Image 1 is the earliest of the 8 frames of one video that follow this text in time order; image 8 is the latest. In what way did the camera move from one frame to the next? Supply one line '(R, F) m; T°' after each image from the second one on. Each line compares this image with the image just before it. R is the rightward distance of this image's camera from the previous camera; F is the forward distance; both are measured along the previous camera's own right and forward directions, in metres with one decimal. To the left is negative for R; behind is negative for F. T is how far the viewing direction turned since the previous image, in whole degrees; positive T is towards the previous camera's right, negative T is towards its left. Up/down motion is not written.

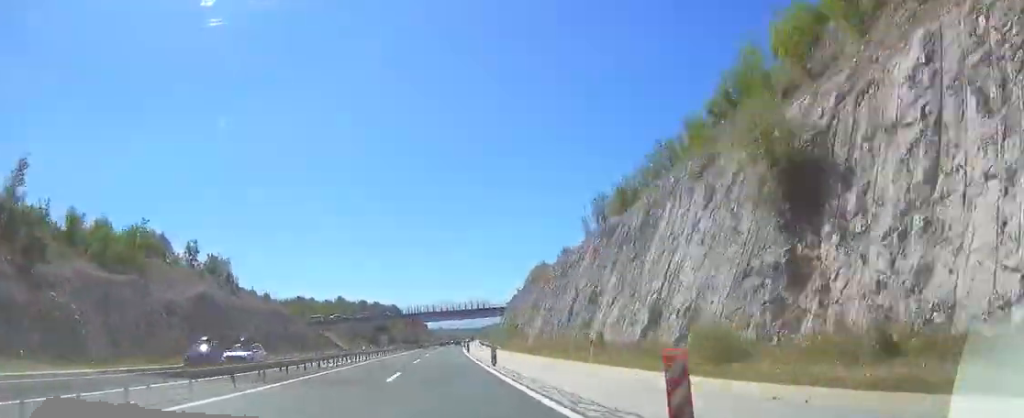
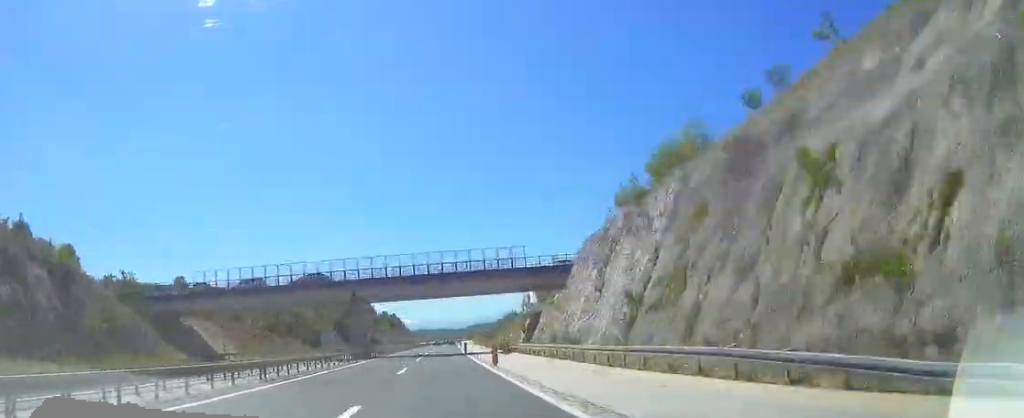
(+1.6, +69.4) m; +1°
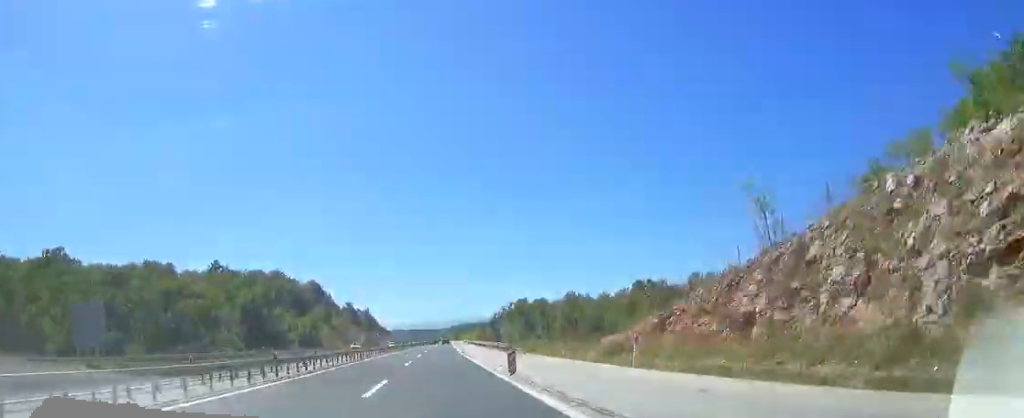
(+1.2, +83.8) m; +1°
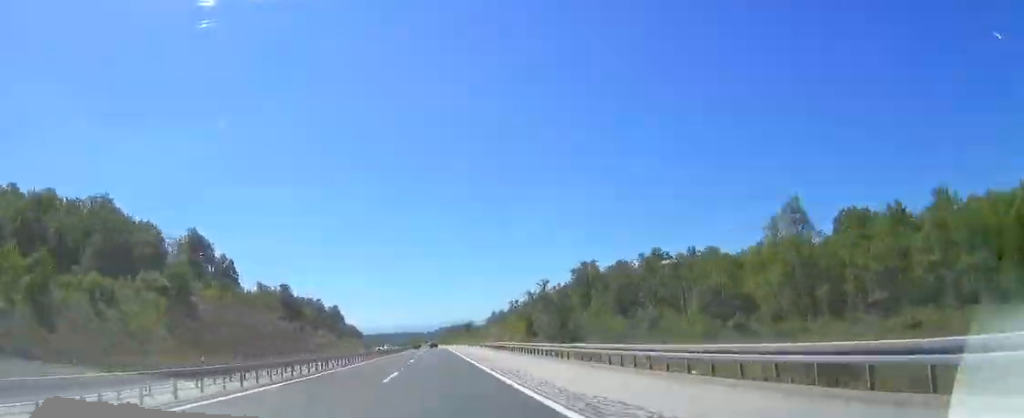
(+1.0, +103.5) m; +1°
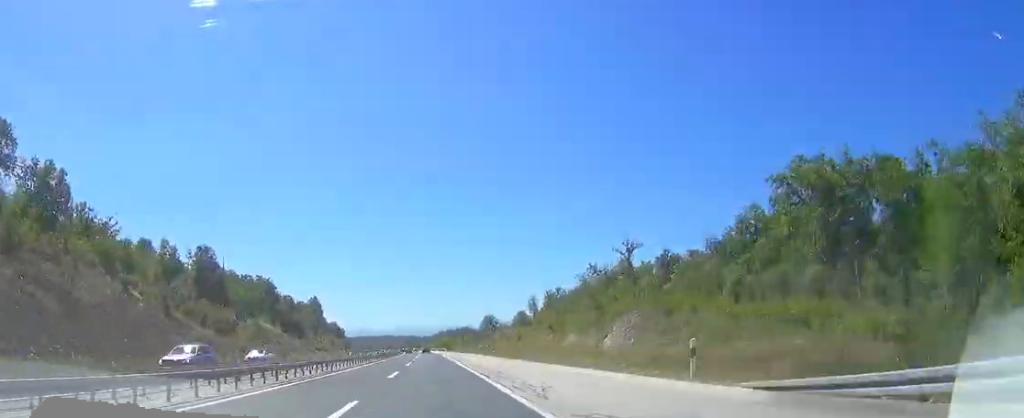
(+0.5, +66.5) m; 0°
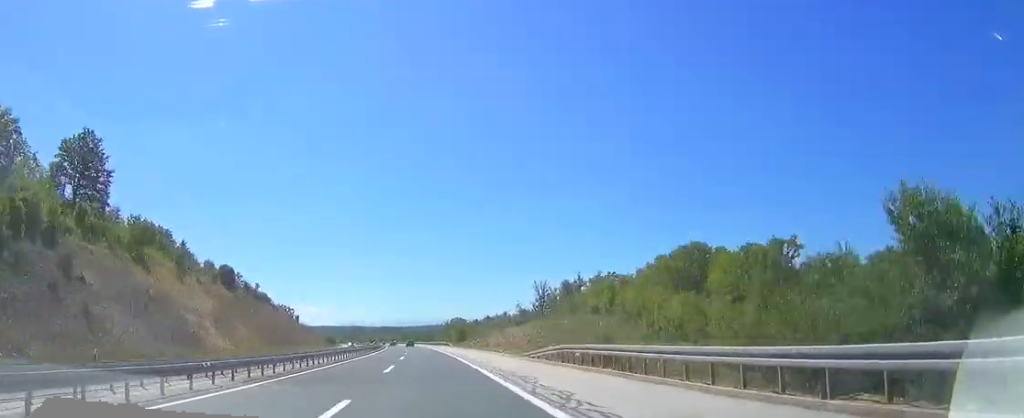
(-8.6, +257.2) m; -5°
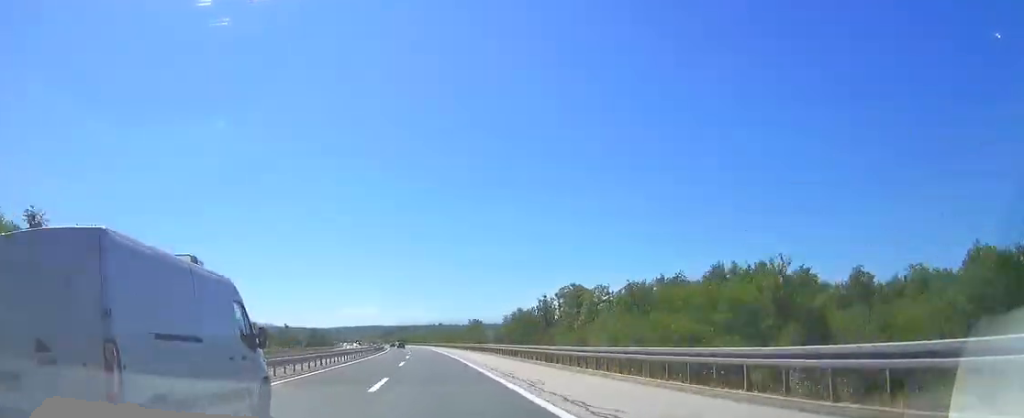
(-6.5, +164.6) m; -5°
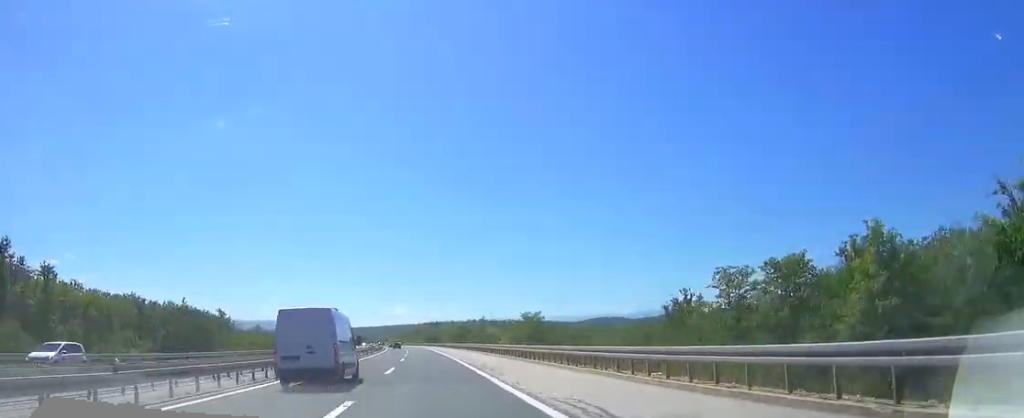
(-3.5, +112.4) m; -4°
